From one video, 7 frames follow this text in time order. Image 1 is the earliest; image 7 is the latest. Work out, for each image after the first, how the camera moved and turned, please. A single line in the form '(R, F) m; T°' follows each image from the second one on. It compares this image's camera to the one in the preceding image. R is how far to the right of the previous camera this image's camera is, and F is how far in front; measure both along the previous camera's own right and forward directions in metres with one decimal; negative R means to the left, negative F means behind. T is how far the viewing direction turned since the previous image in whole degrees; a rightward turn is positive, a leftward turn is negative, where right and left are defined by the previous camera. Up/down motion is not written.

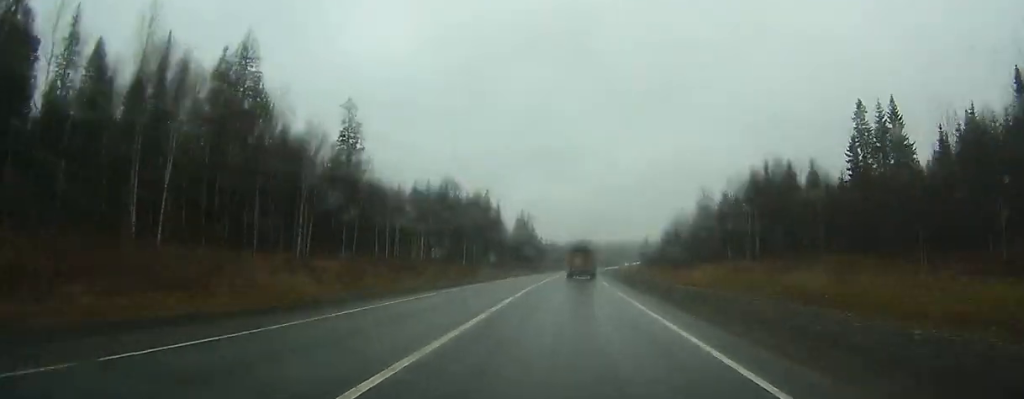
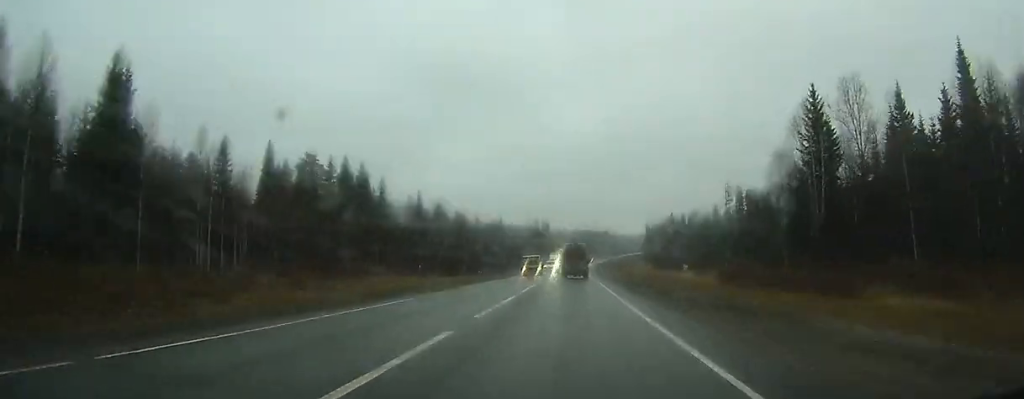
(+9.2, +250.5) m; +5°
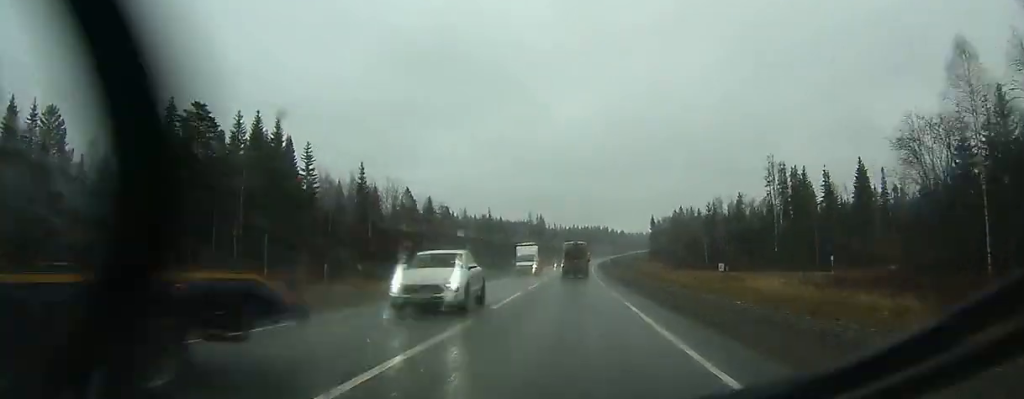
(0.0, +33.3) m; +1°
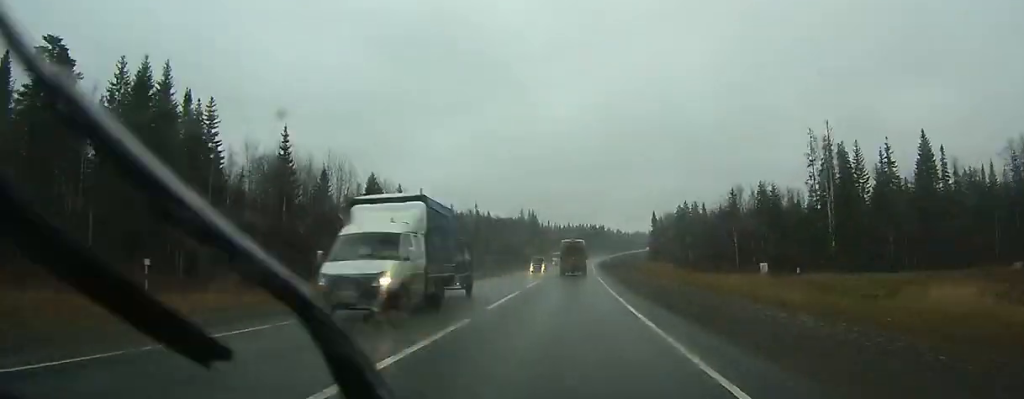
(+0.3, +23.5) m; 0°
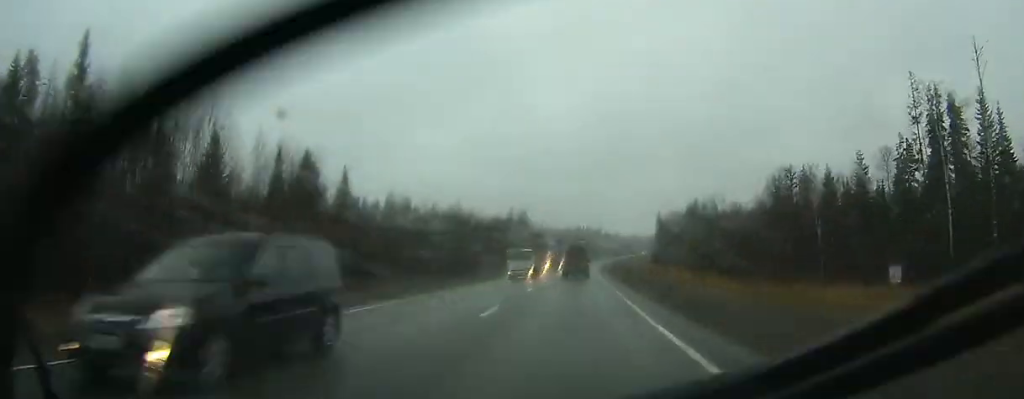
(+0.2, +30.7) m; +1°
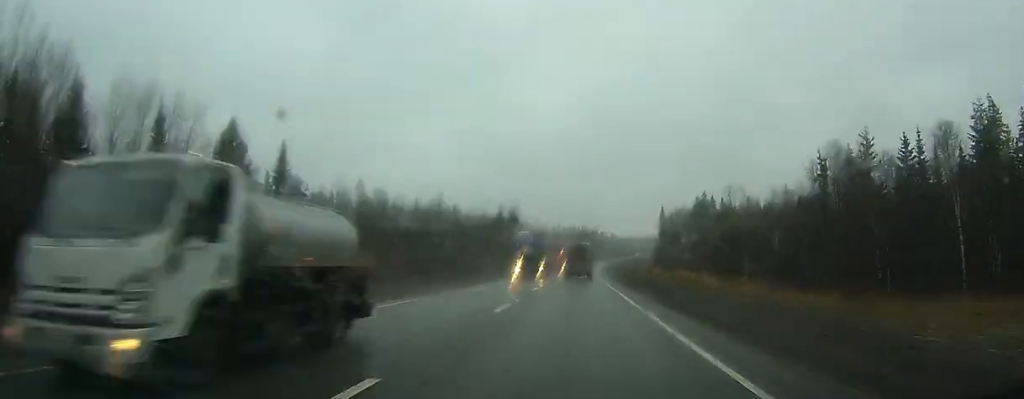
(0.0, +21.9) m; 0°
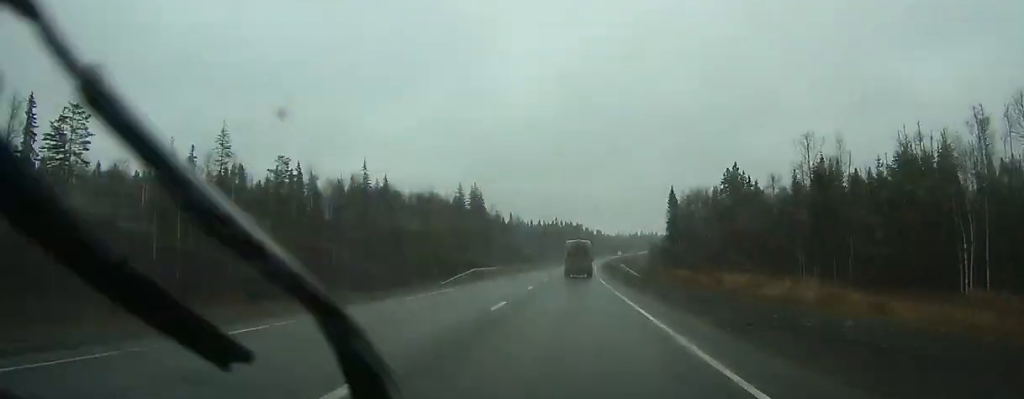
(+0.3, +59.1) m; +1°
